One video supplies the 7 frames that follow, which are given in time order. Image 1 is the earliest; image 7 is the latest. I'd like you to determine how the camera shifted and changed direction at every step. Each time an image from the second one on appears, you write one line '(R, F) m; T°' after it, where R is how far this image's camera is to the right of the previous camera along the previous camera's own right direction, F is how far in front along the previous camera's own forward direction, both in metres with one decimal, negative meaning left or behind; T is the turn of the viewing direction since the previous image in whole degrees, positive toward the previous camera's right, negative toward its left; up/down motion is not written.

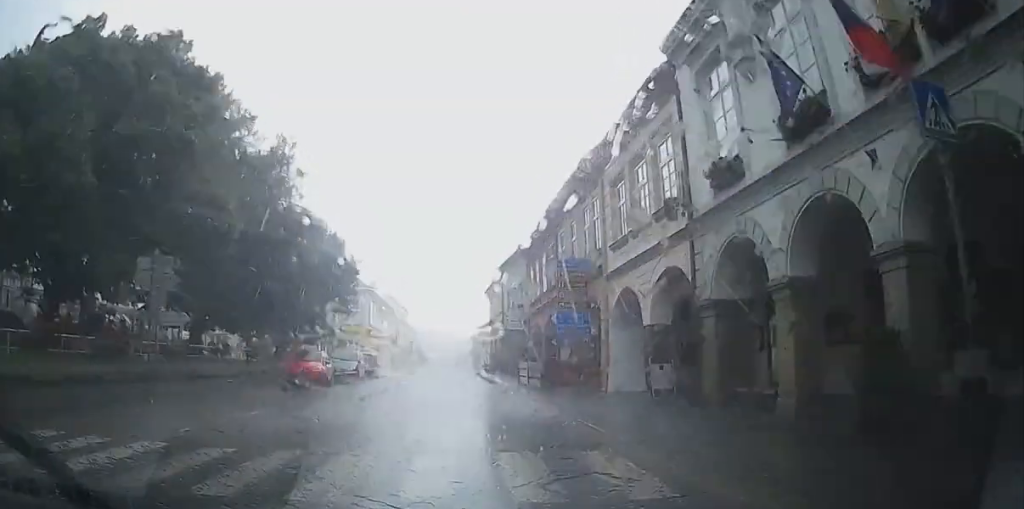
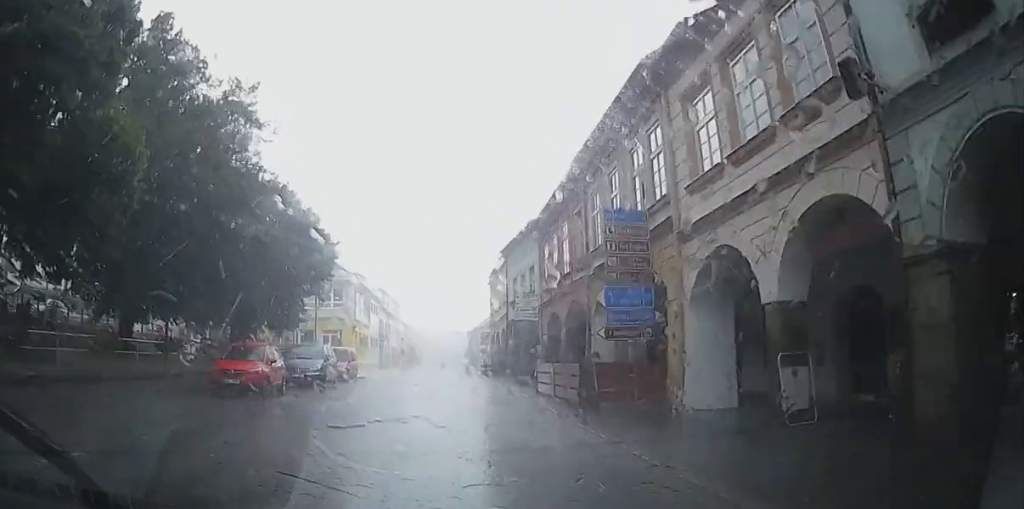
(+0.1, +6.2) m; +6°
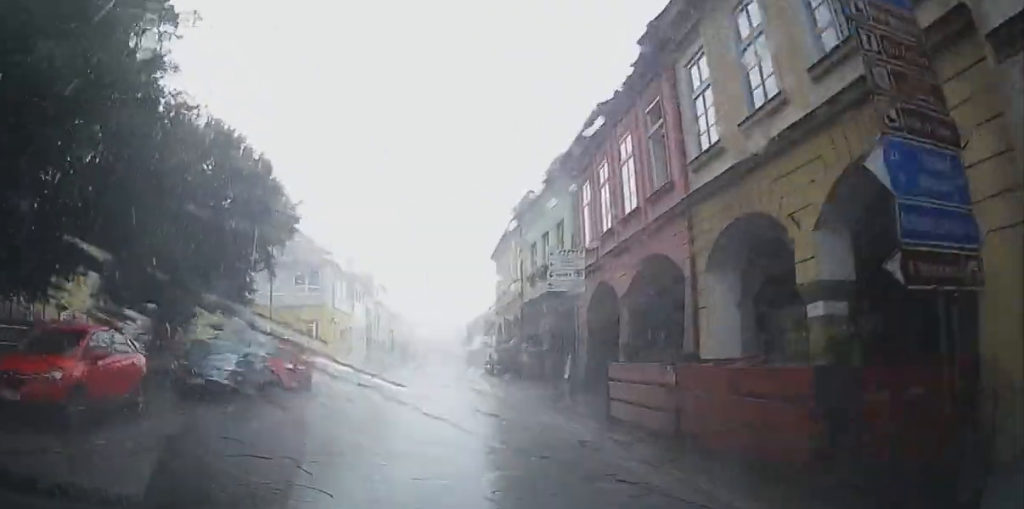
(+1.0, +8.4) m; +11°
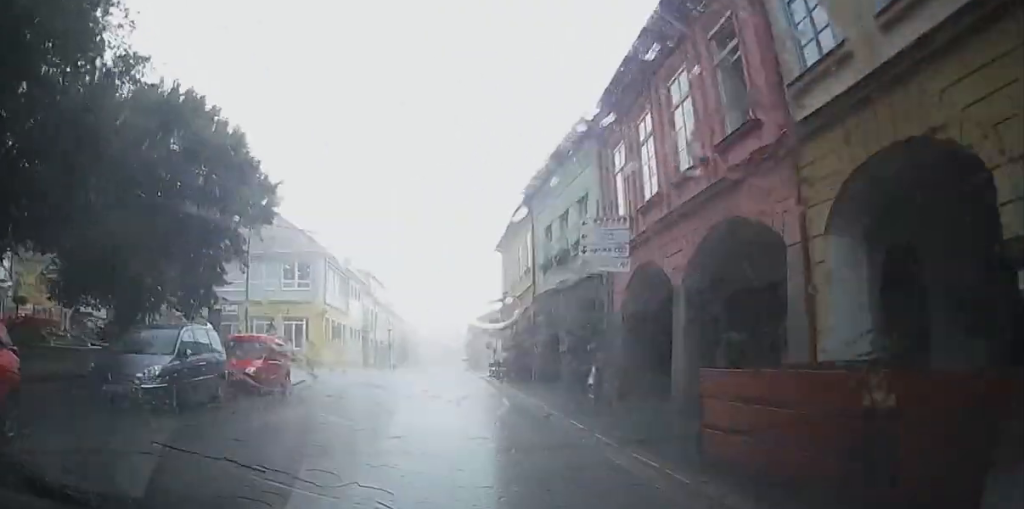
(+0.2, +3.8) m; +3°
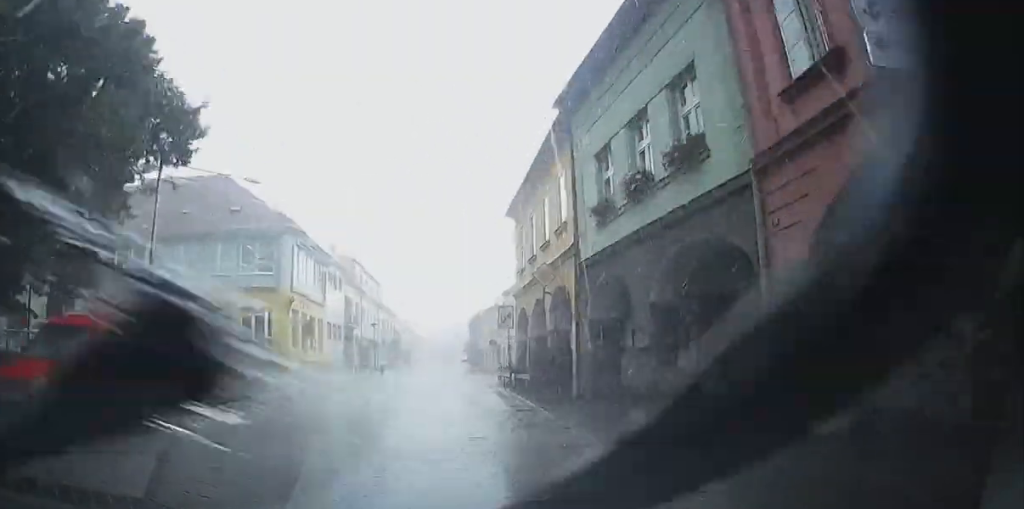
(0.0, +9.3) m; 0°
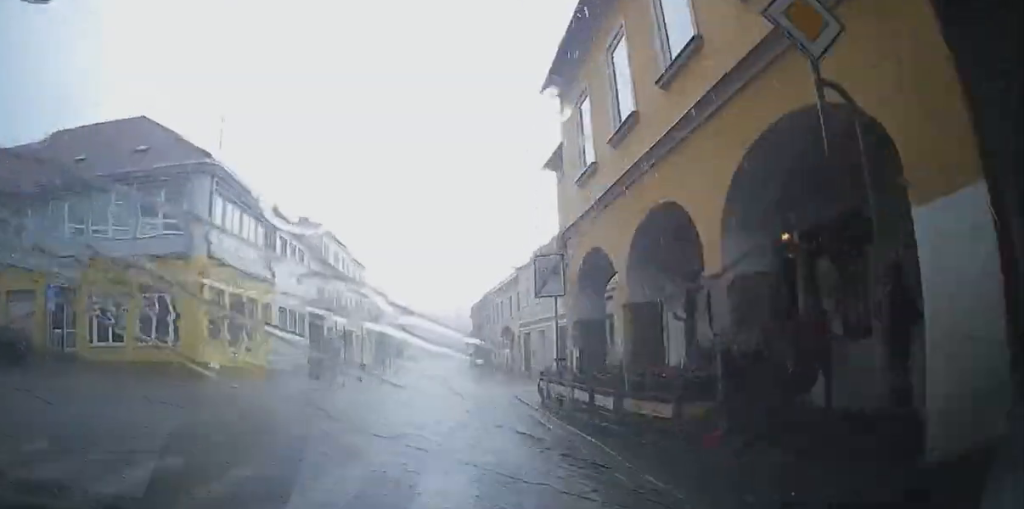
(0.0, +15.3) m; 0°
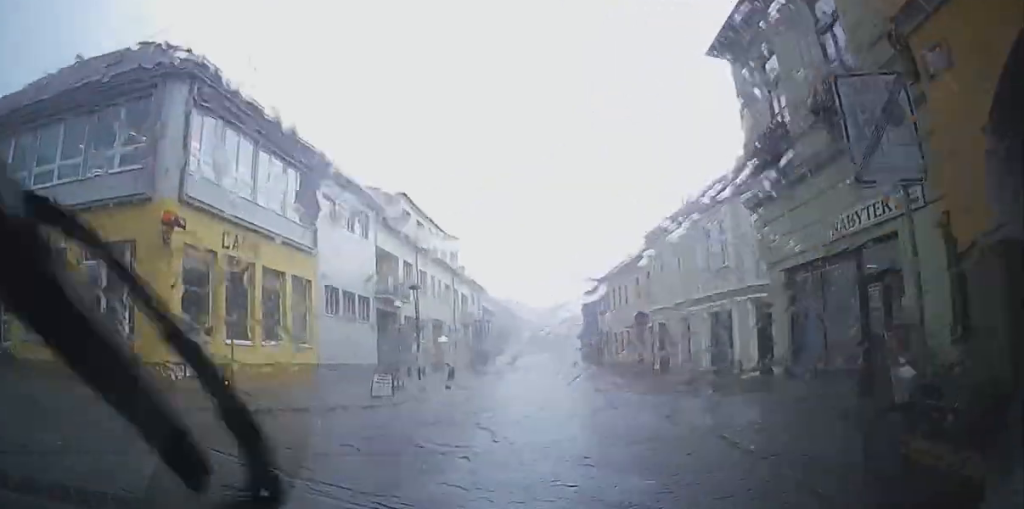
(0.0, +12.8) m; 0°
